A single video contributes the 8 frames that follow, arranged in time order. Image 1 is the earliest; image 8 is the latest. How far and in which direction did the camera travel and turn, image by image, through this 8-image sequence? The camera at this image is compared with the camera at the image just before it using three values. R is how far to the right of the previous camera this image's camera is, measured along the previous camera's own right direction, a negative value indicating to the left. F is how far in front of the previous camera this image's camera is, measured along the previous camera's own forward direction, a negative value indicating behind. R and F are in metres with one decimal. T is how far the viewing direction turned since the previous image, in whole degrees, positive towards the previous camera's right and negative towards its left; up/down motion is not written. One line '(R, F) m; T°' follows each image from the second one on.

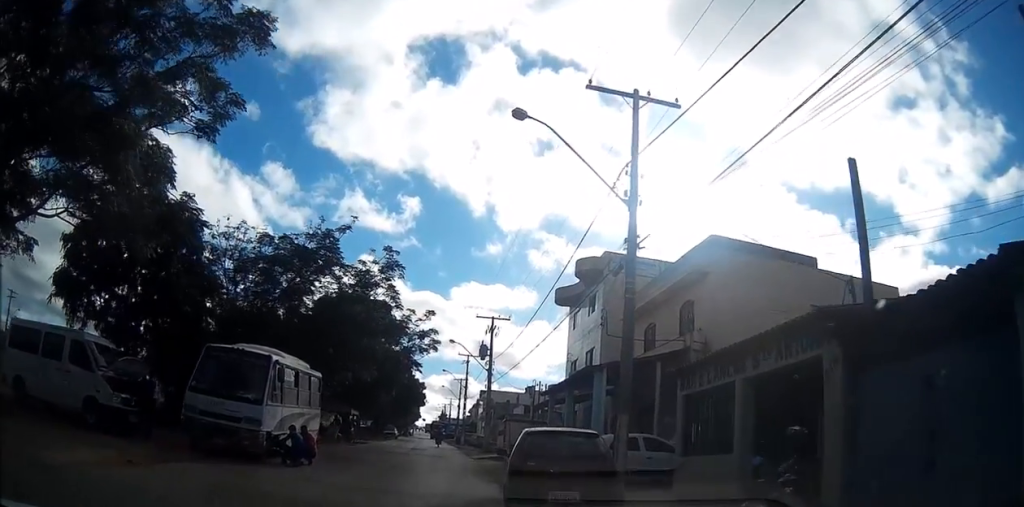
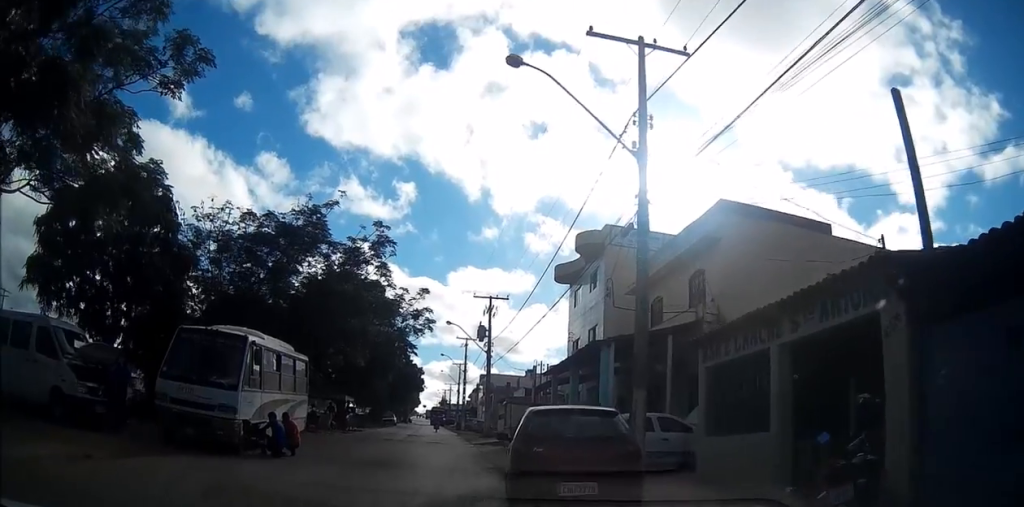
(+0.2, +2.3) m; +3°
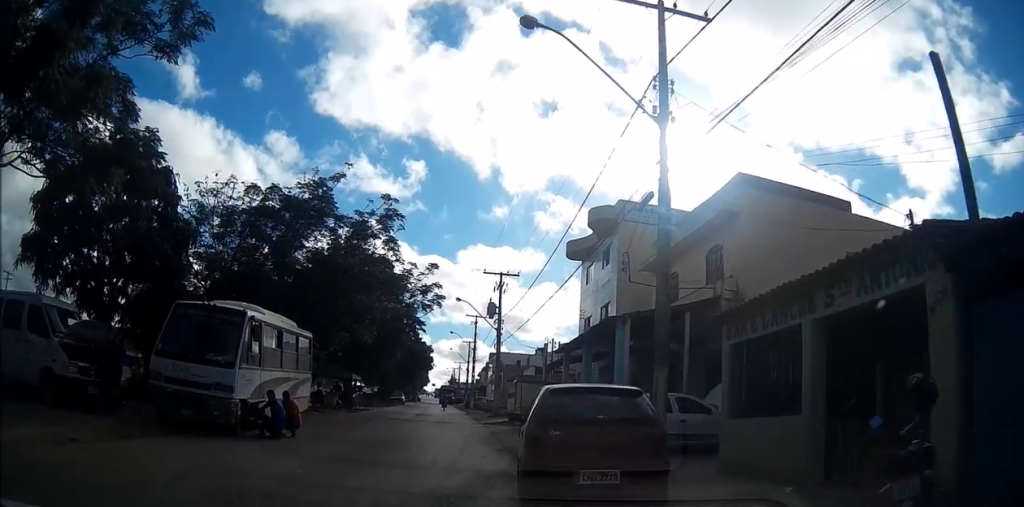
(0.0, +0.8) m; -1°
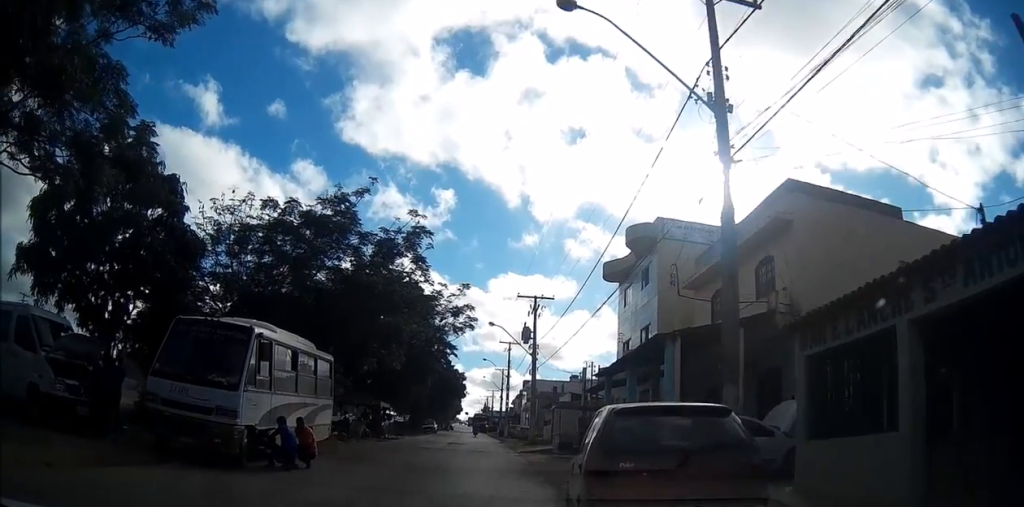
(0.0, +1.6) m; -3°
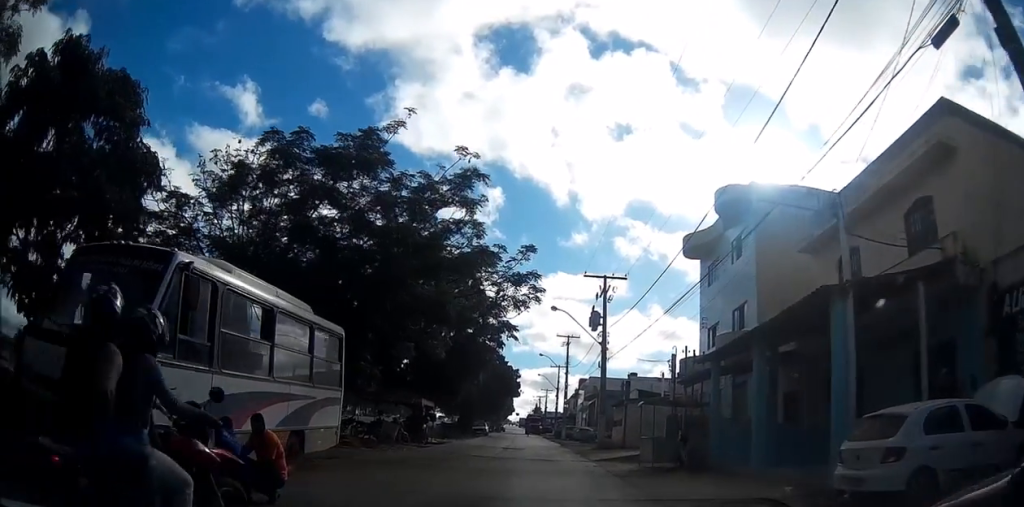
(-0.3, +3.3) m; -10°
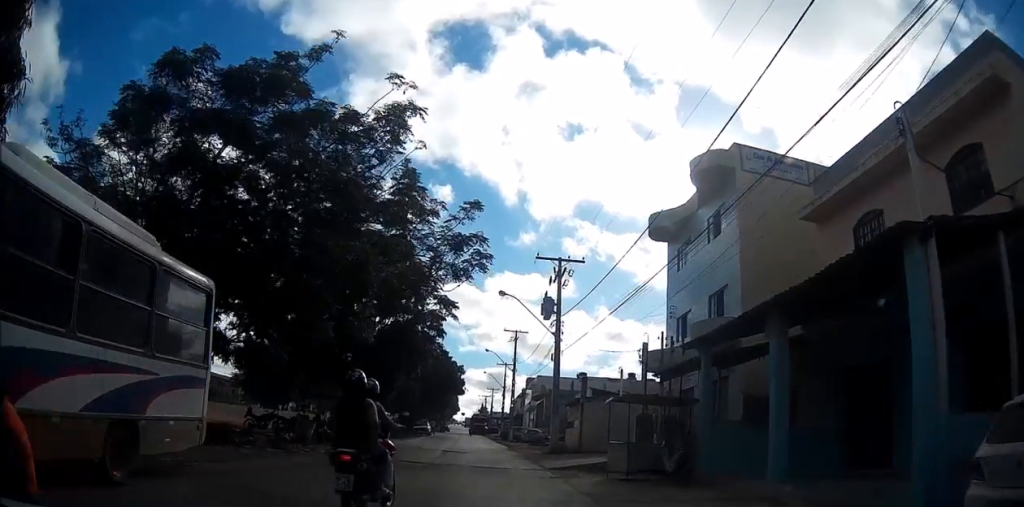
(-0.1, +2.5) m; 0°
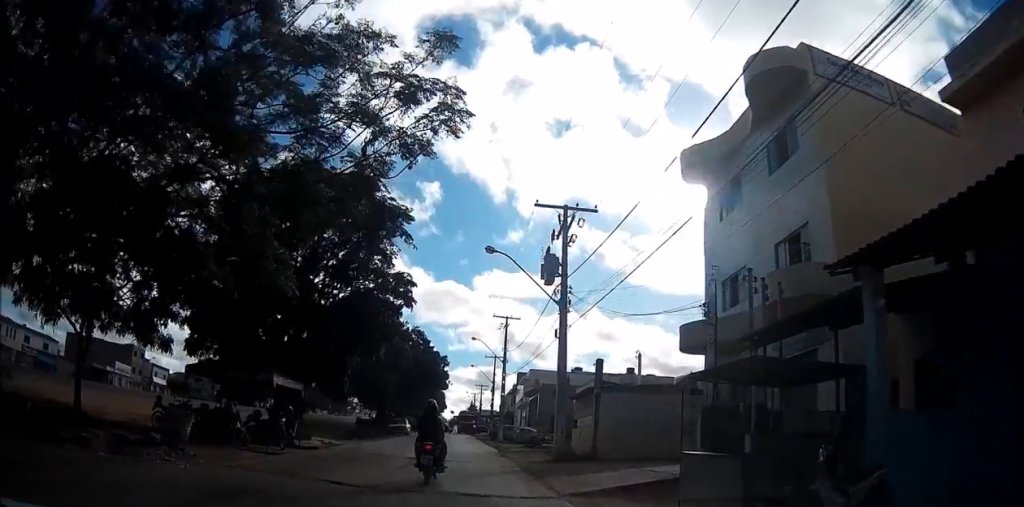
(+0.3, +5.0) m; +5°
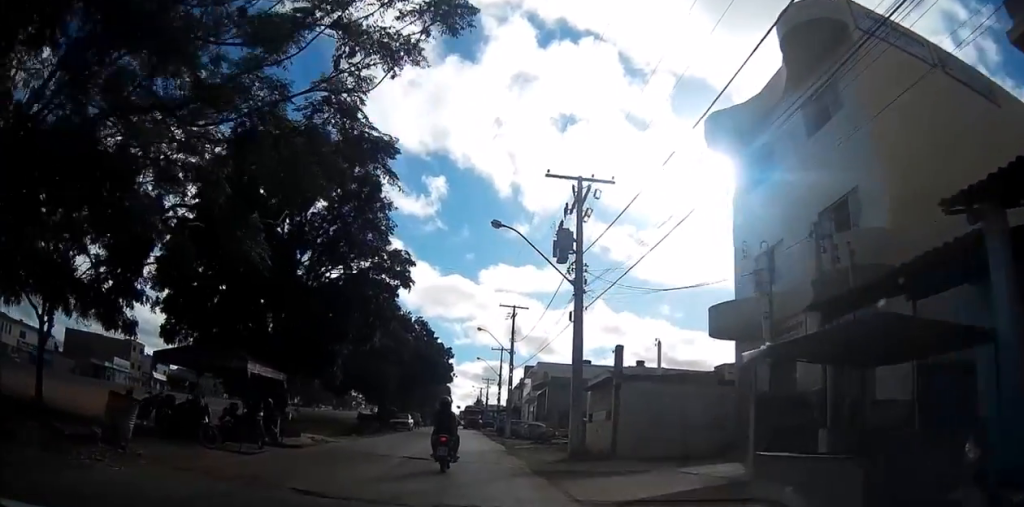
(0.0, +1.9) m; 0°
